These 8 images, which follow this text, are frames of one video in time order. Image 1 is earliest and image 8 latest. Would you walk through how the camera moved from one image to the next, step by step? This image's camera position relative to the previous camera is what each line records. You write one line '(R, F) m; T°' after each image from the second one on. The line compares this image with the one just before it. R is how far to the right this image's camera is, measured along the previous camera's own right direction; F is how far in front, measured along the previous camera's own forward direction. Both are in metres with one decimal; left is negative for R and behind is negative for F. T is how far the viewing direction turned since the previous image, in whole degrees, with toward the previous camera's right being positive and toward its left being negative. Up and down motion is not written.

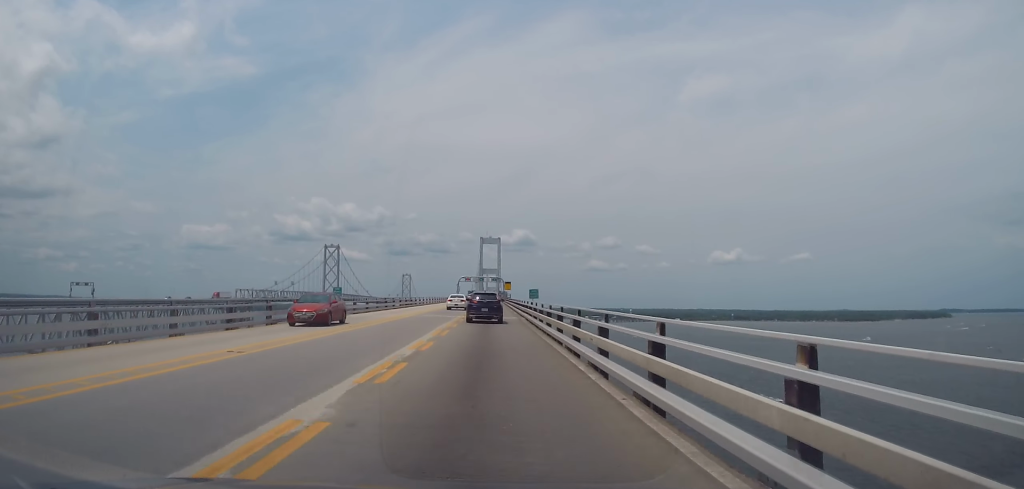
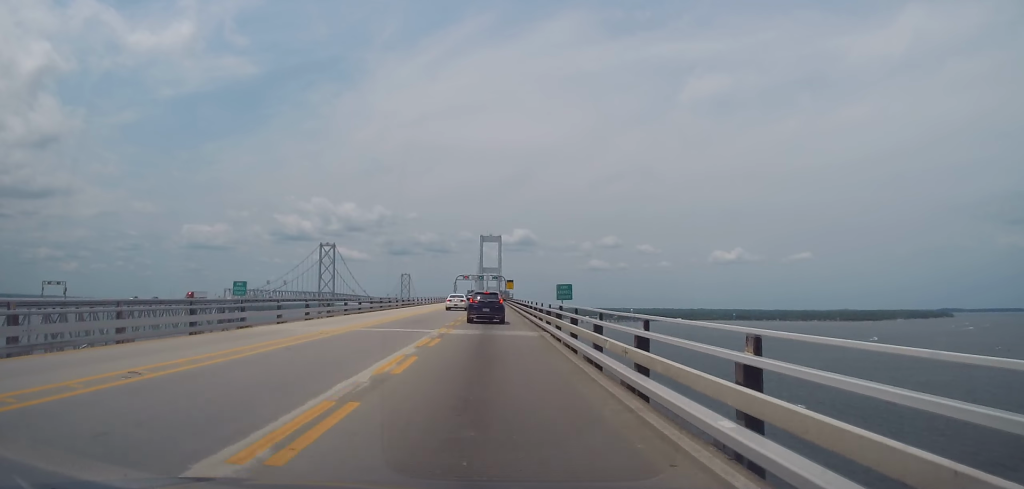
(+0.1, +17.1) m; 0°
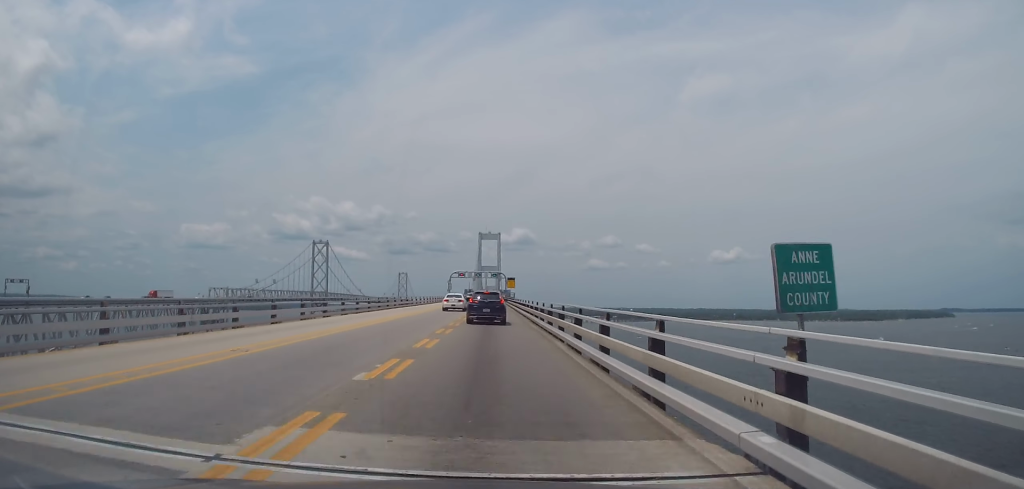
(+0.3, +19.2) m; -1°
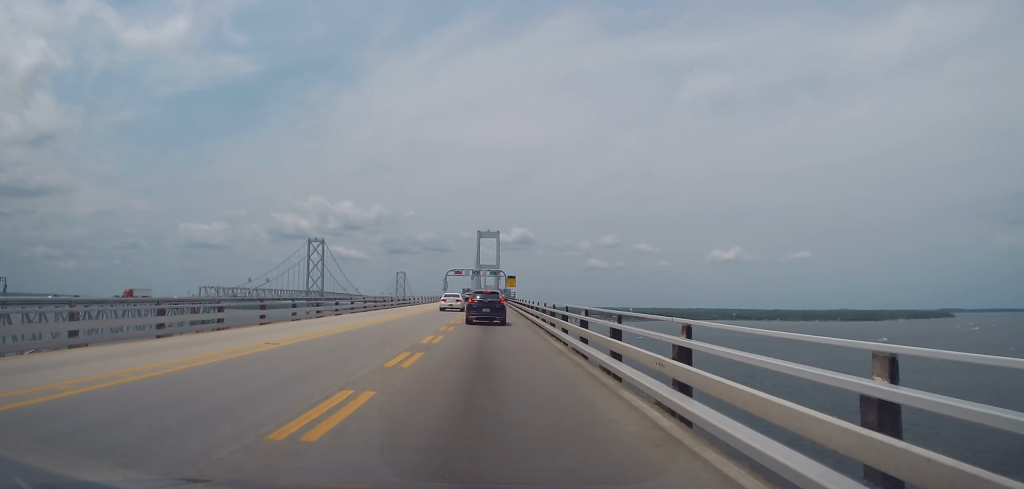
(-0.4, +10.5) m; 0°
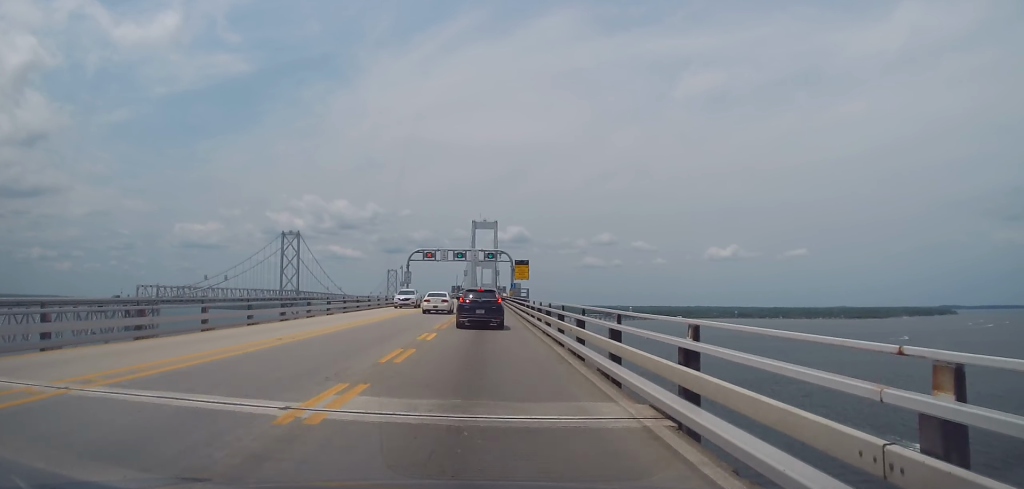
(+0.5, +60.8) m; +2°
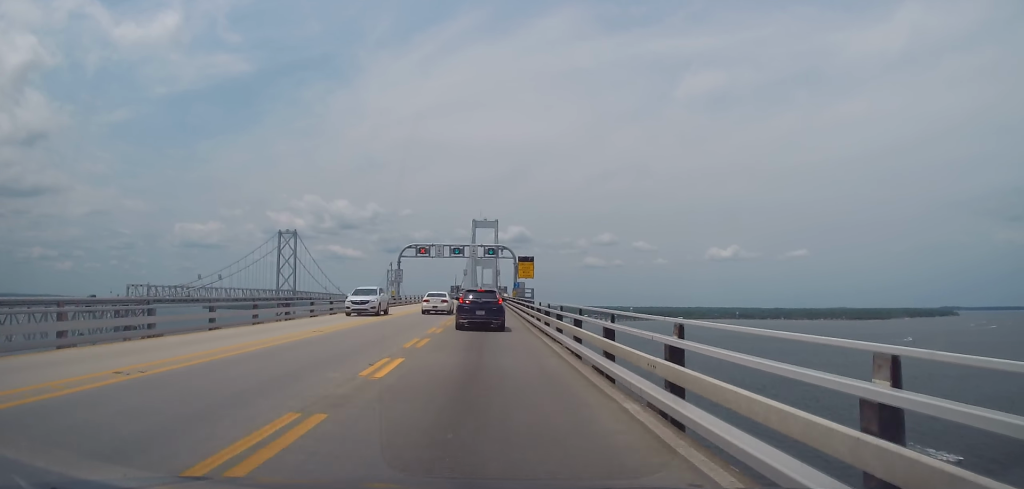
(+0.3, +8.6) m; 0°
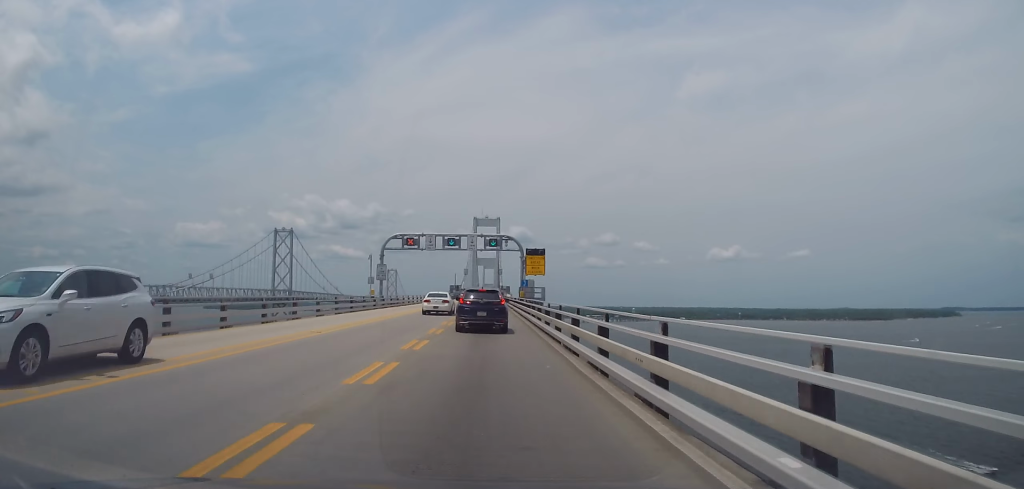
(-0.3, +12.9) m; -2°
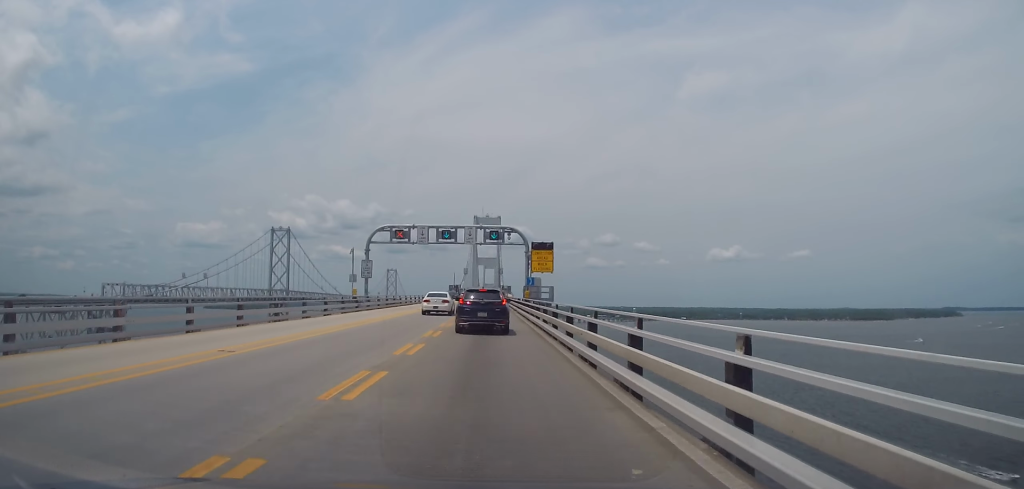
(0.0, +7.7) m; -1°
